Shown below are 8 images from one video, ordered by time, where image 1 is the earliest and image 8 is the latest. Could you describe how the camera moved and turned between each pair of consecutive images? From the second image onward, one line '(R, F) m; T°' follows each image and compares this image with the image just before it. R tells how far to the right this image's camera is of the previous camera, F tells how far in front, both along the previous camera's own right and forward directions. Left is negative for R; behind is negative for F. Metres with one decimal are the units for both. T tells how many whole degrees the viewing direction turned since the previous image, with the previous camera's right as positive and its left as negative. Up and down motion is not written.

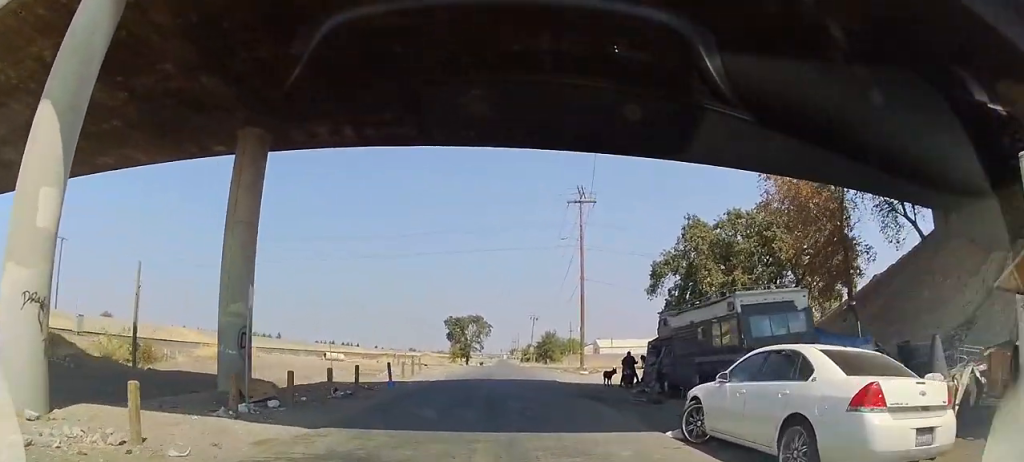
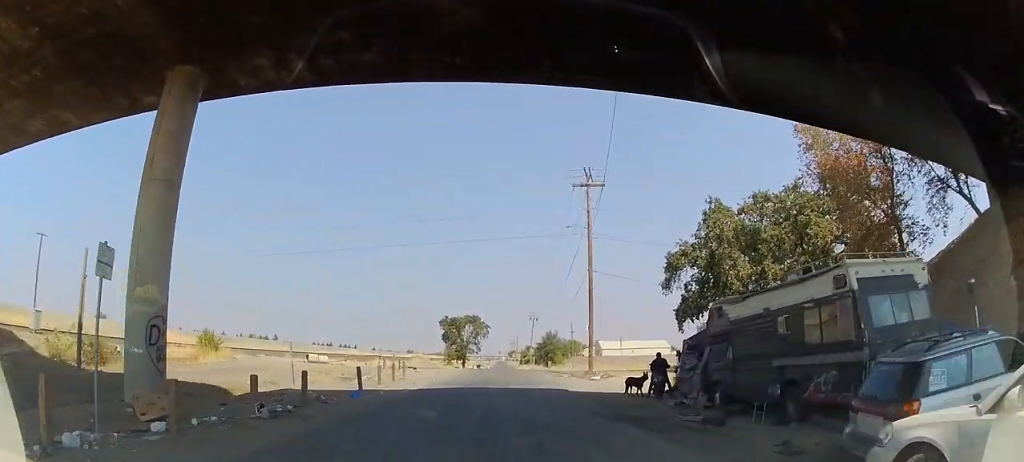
(+0.1, +5.1) m; +1°
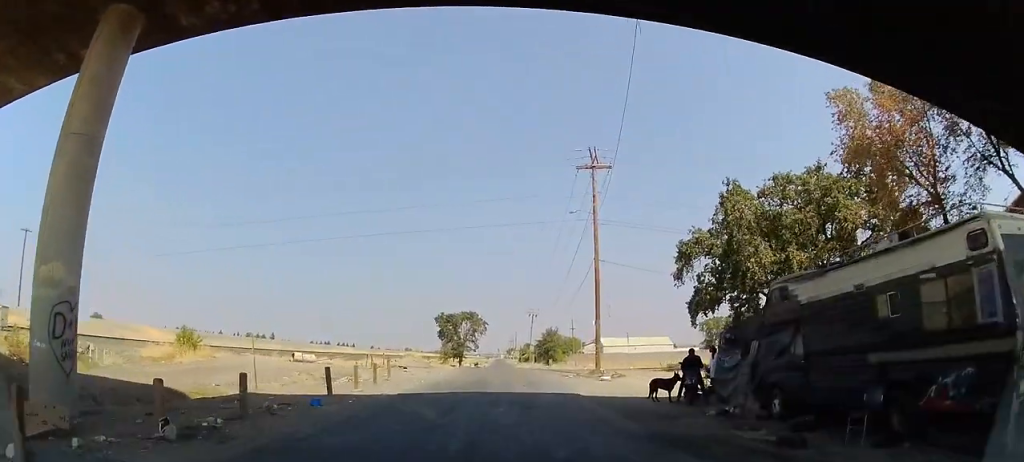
(+0.1, +3.6) m; +1°
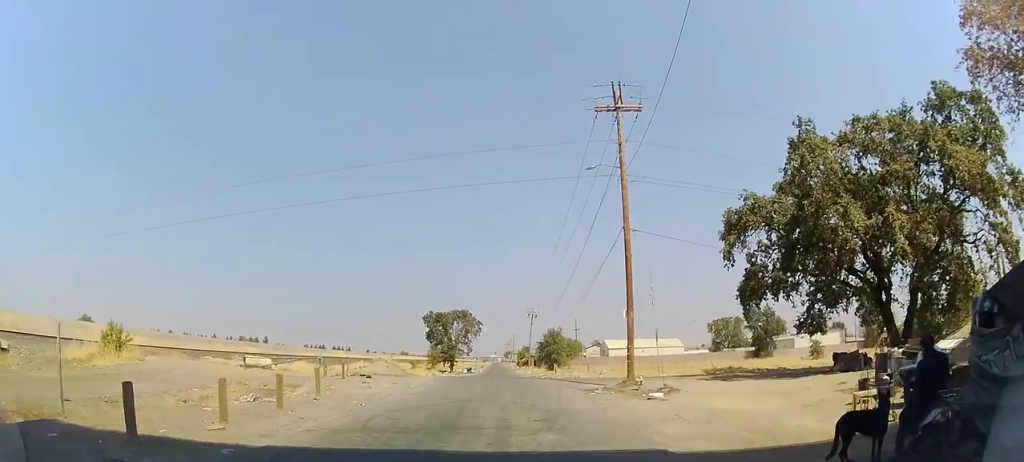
(0.0, +9.8) m; 0°
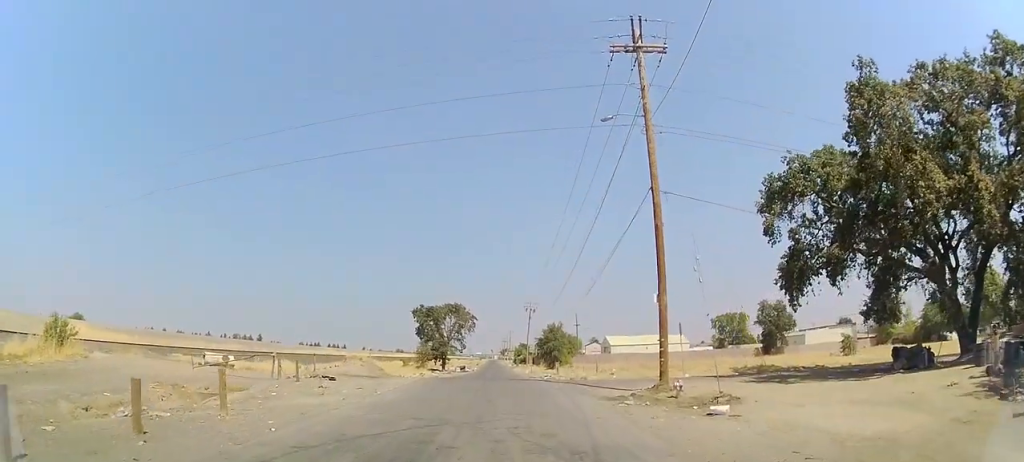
(0.0, +5.2) m; 0°
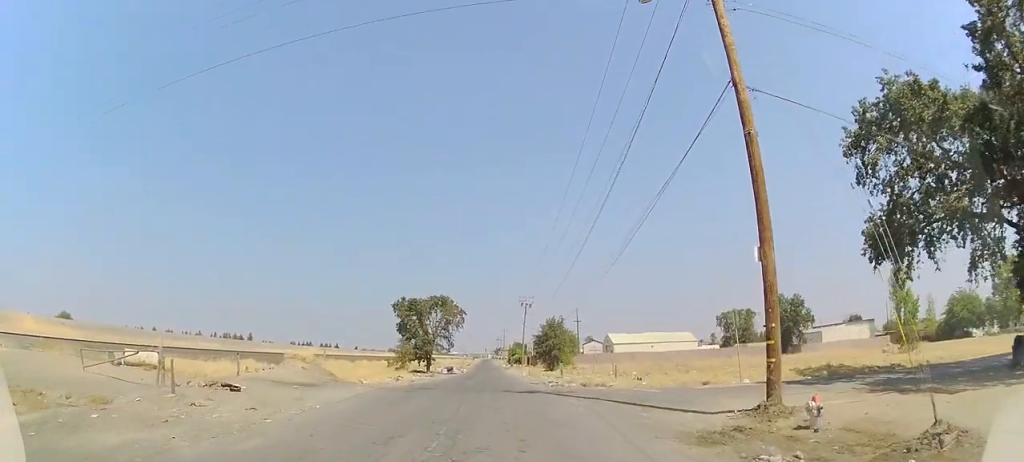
(0.0, +7.4) m; -1°
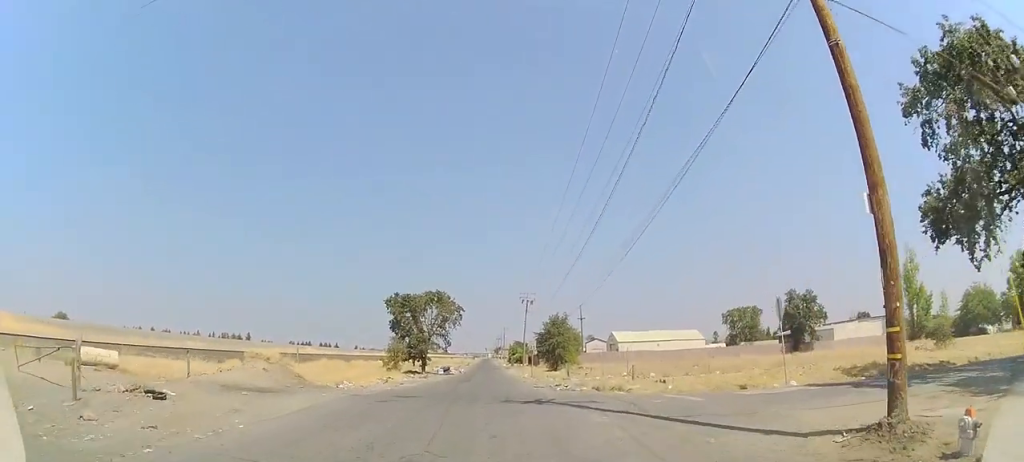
(0.0, +3.6) m; -1°
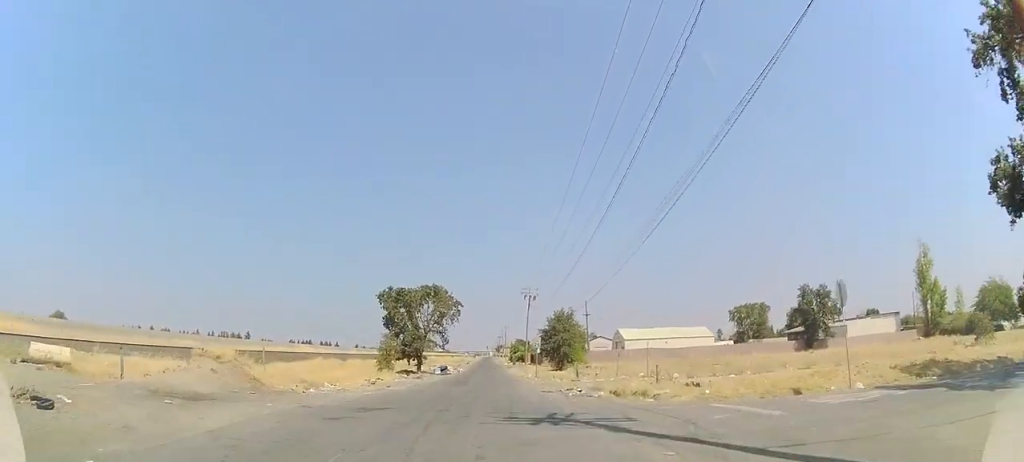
(-0.1, +3.9) m; -1°
